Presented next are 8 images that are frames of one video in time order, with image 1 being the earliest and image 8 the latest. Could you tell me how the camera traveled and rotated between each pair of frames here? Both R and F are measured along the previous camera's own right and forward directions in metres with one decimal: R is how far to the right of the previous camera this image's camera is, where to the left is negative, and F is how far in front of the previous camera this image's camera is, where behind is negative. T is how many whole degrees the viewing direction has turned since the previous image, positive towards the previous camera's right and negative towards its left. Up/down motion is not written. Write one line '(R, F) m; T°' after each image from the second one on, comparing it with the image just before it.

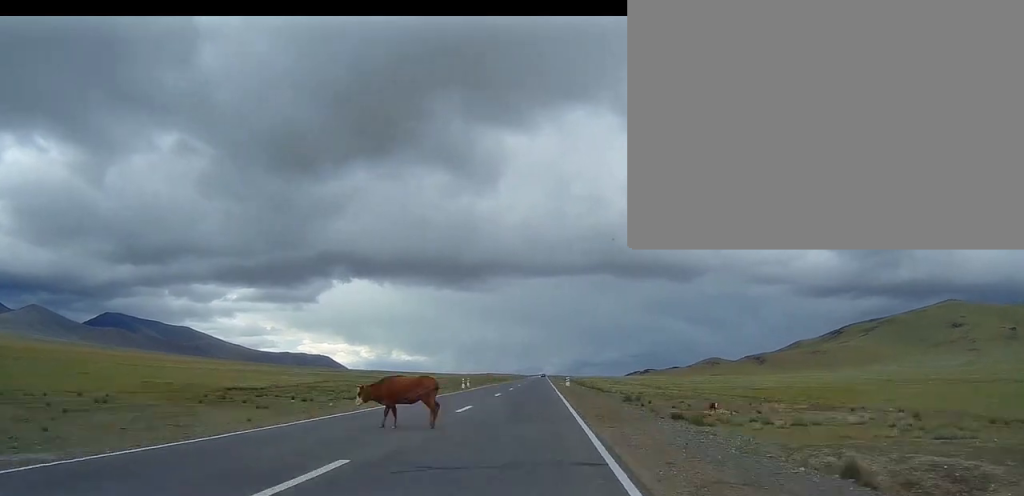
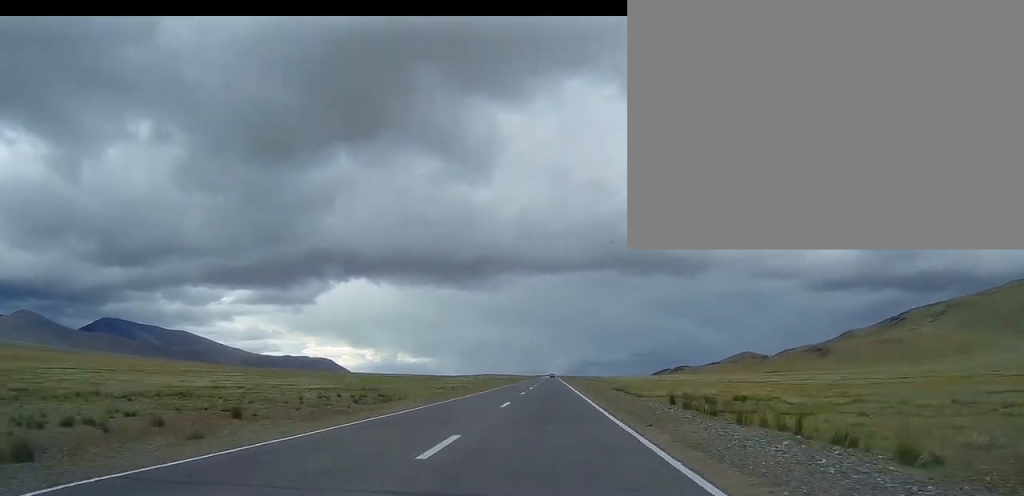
(0.0, +225.0) m; 0°
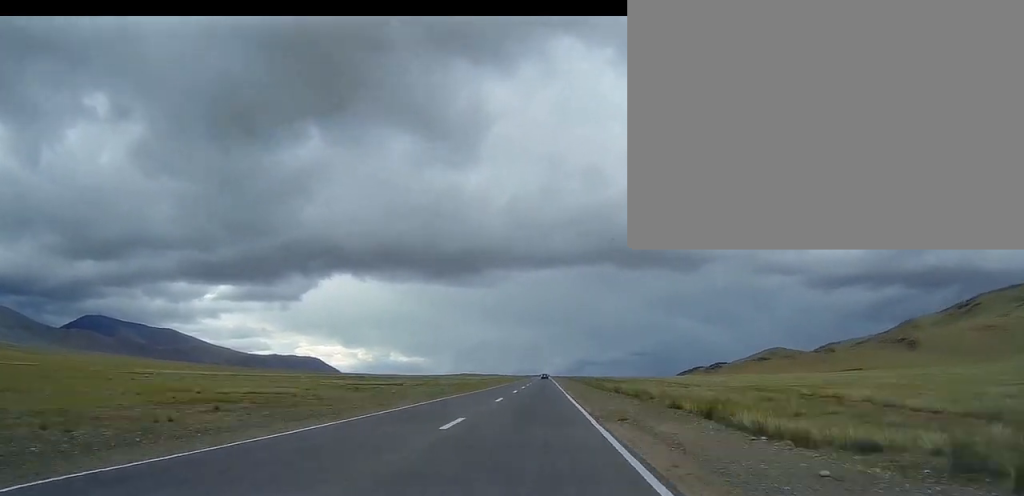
(+0.1, +239.5) m; 0°
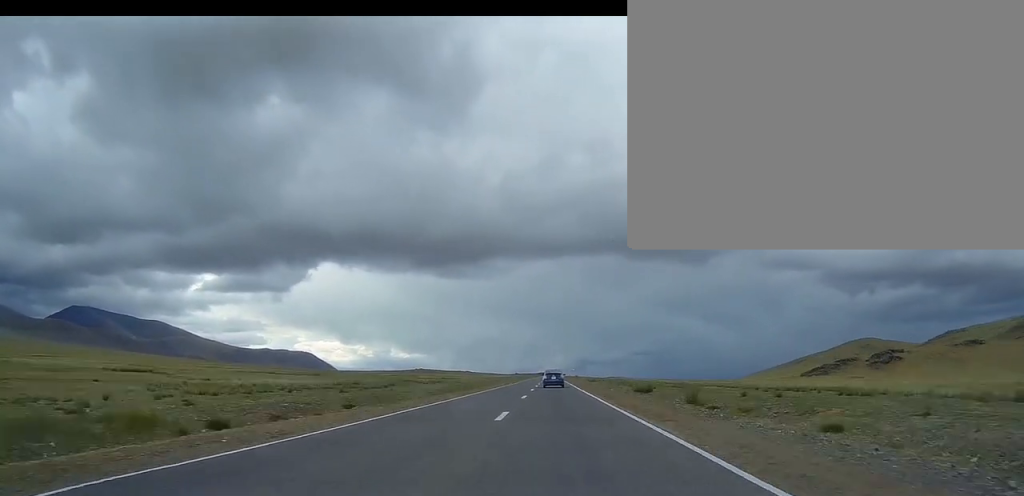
(-0.3, +365.1) m; +3°
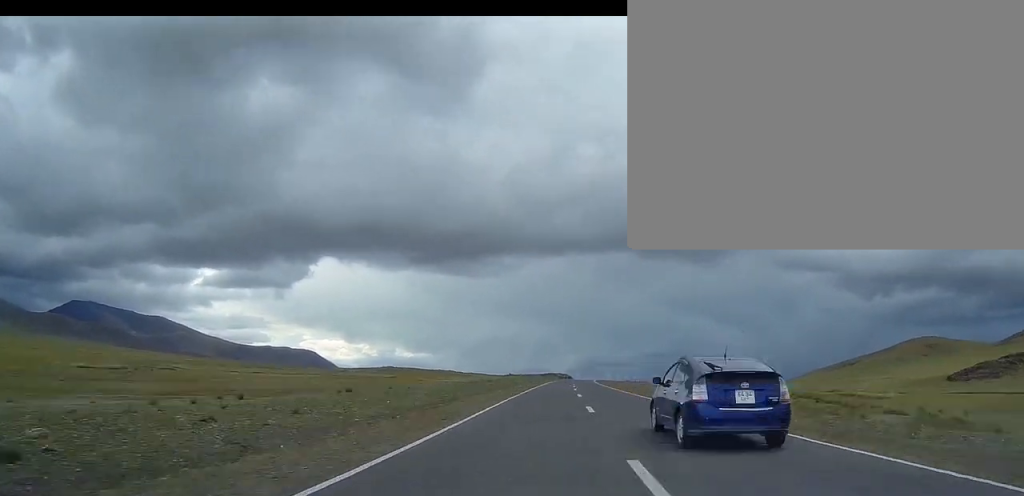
(+3.6, +143.9) m; +2°
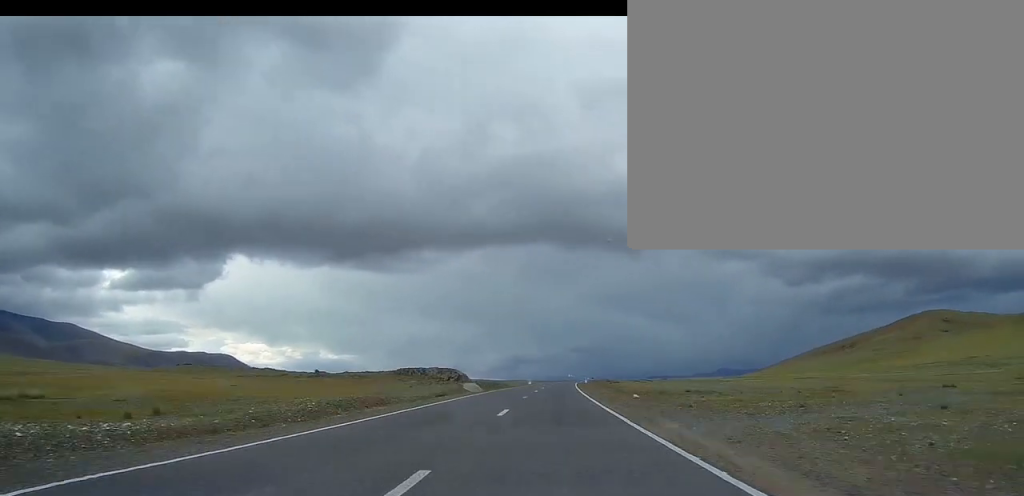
(+6.4, +186.0) m; +4°
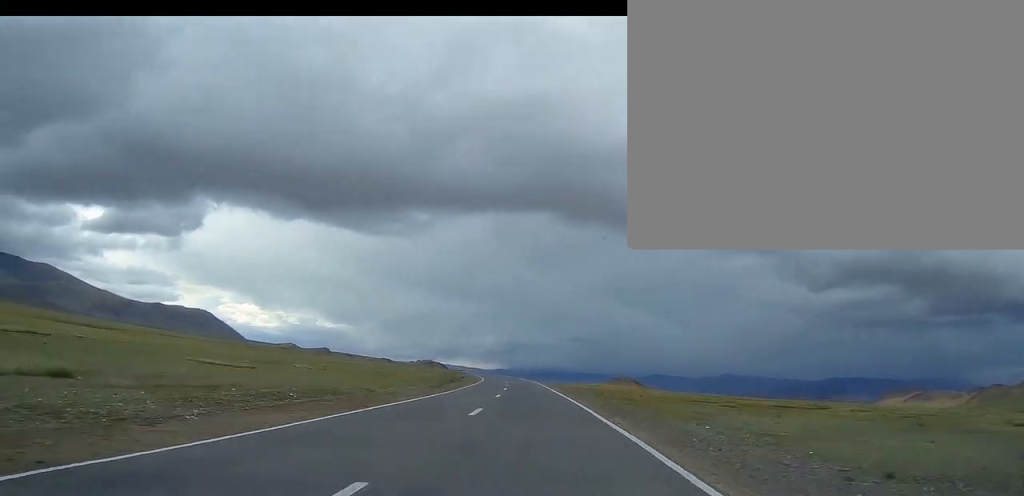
(-16.2, +495.0) m; -8°
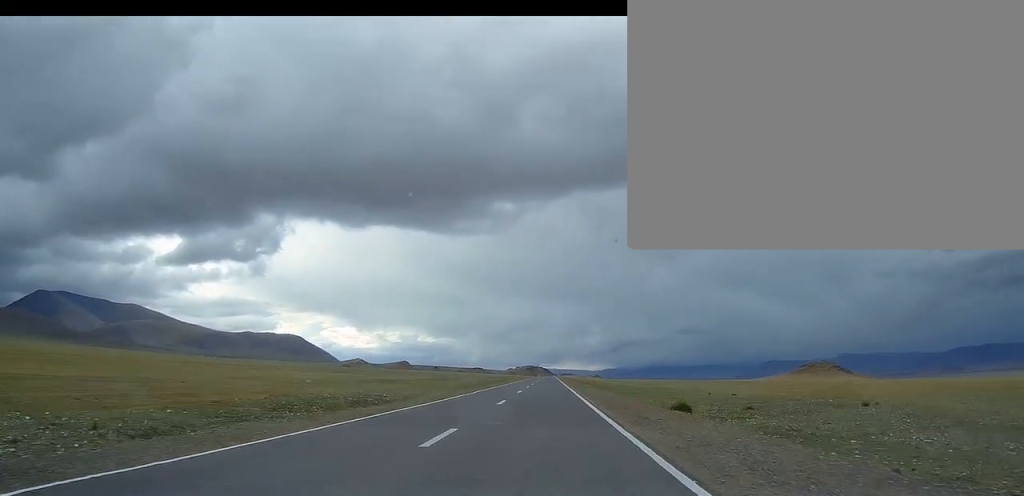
(-30.6, +438.4) m; -5°
